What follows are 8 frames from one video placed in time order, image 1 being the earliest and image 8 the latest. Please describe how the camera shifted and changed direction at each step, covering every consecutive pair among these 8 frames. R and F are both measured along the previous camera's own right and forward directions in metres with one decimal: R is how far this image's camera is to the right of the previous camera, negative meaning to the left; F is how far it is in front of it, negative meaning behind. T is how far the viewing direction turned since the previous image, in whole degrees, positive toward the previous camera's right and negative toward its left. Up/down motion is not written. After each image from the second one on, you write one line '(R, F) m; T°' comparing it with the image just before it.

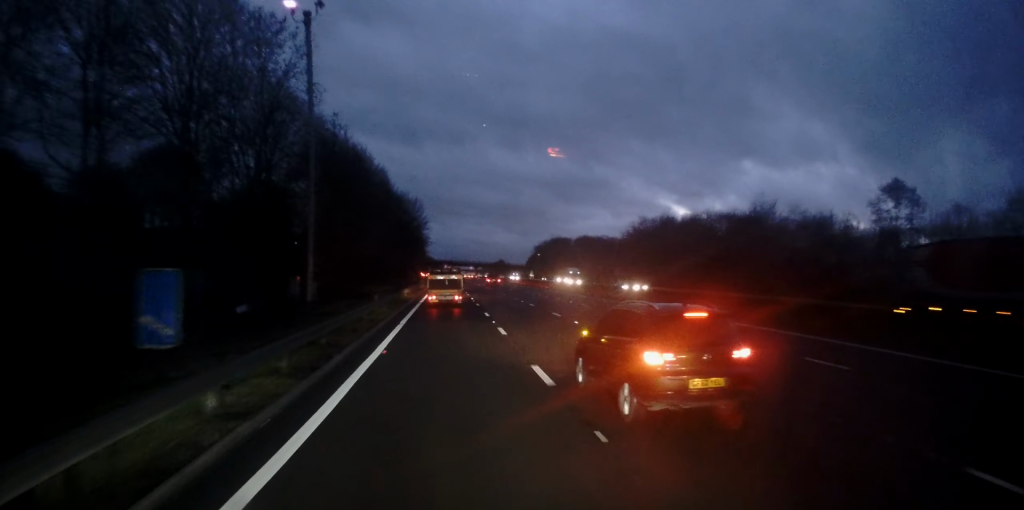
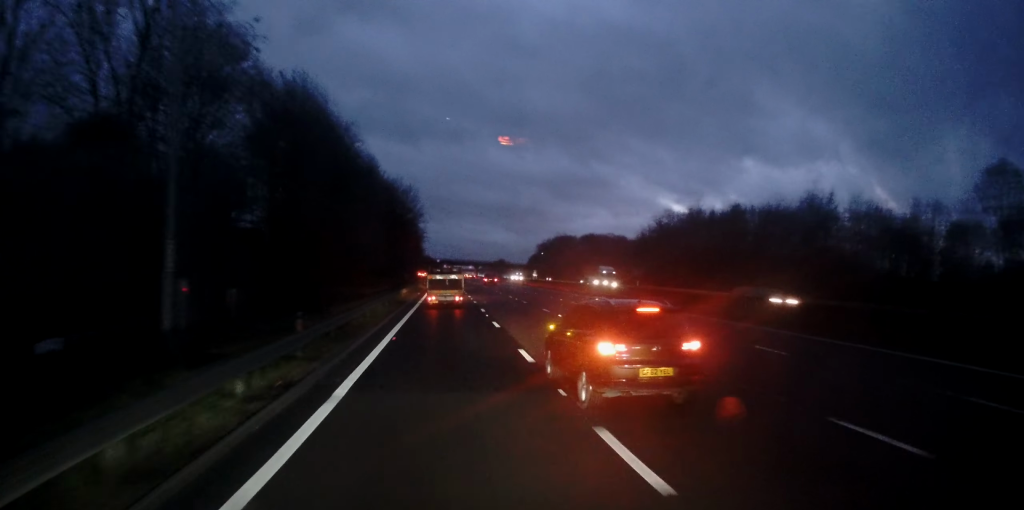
(-0.1, +14.9) m; 0°
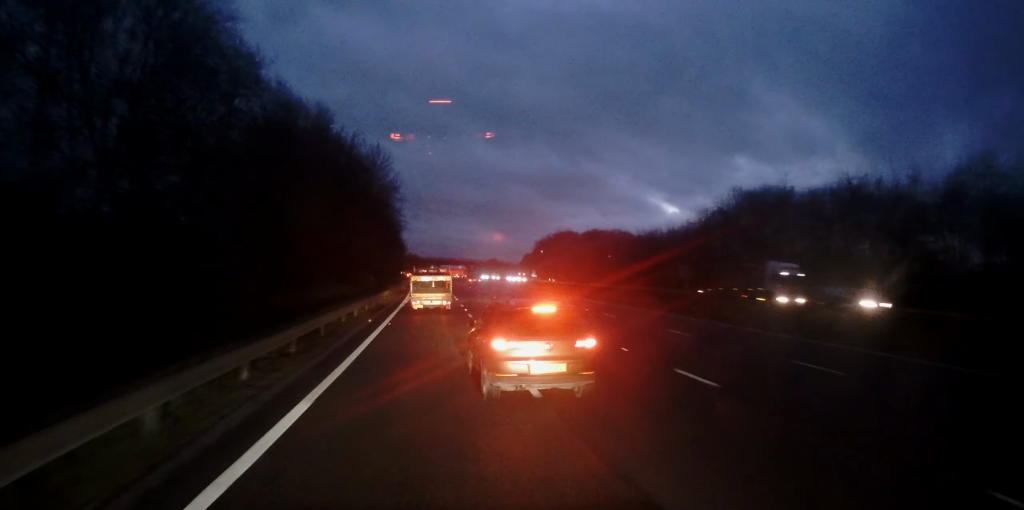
(+0.4, +30.6) m; +1°
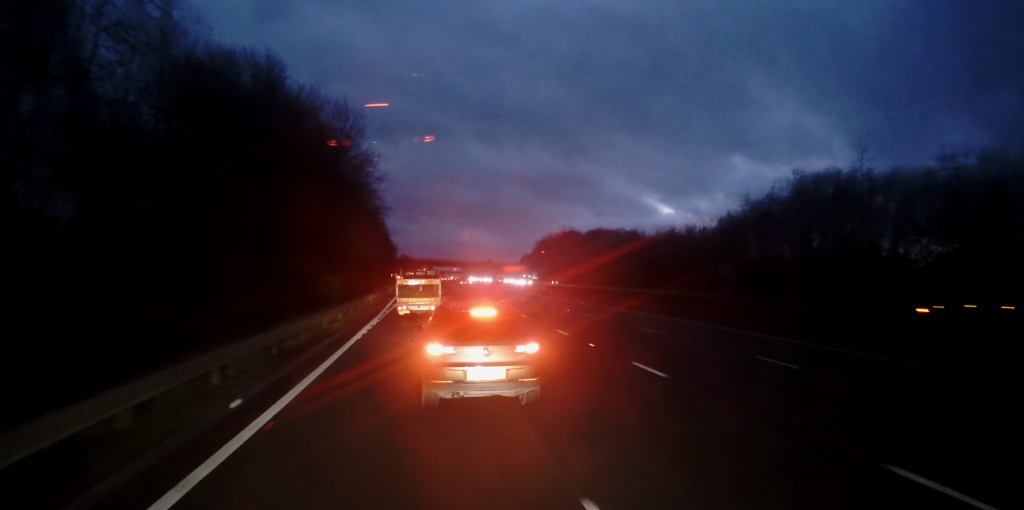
(+0.1, +16.5) m; 0°
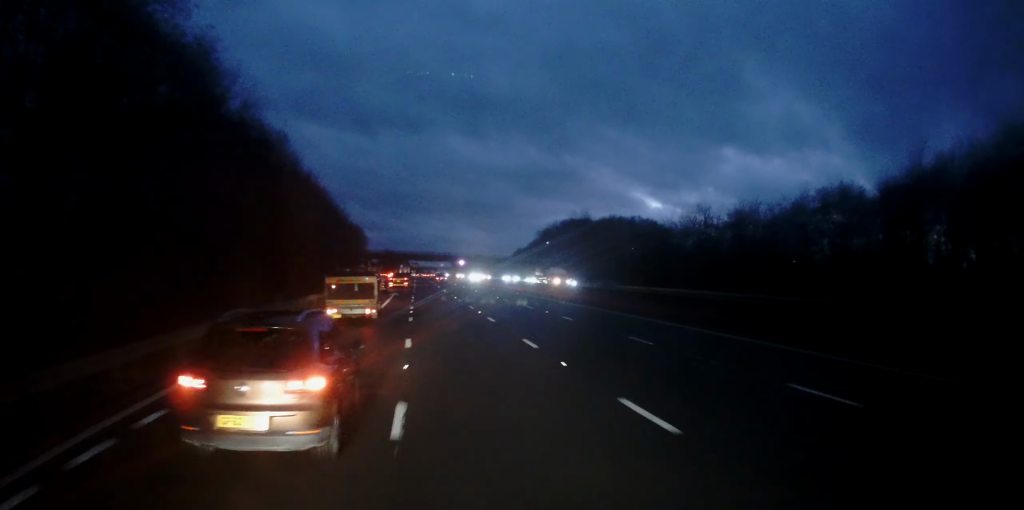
(-0.1, +40.3) m; 0°
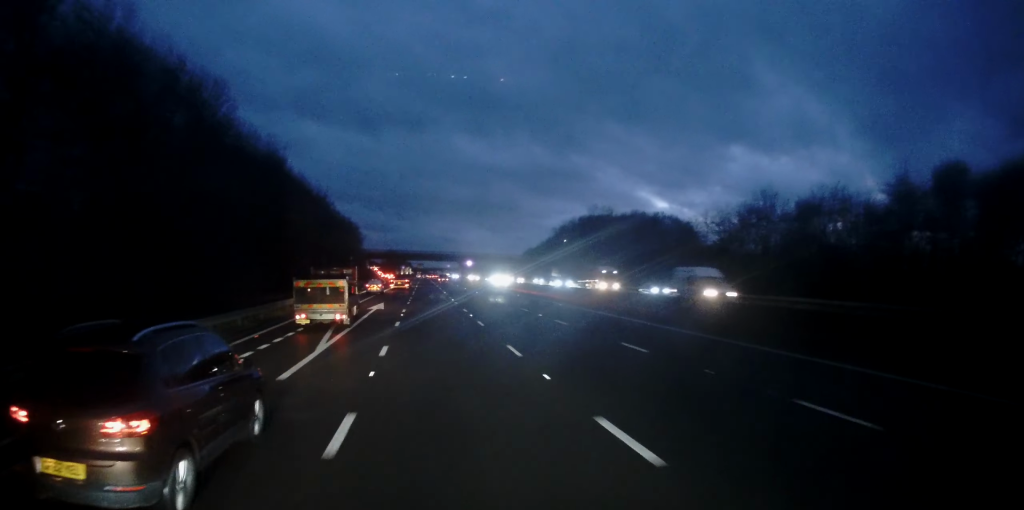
(0.0, +19.0) m; 0°
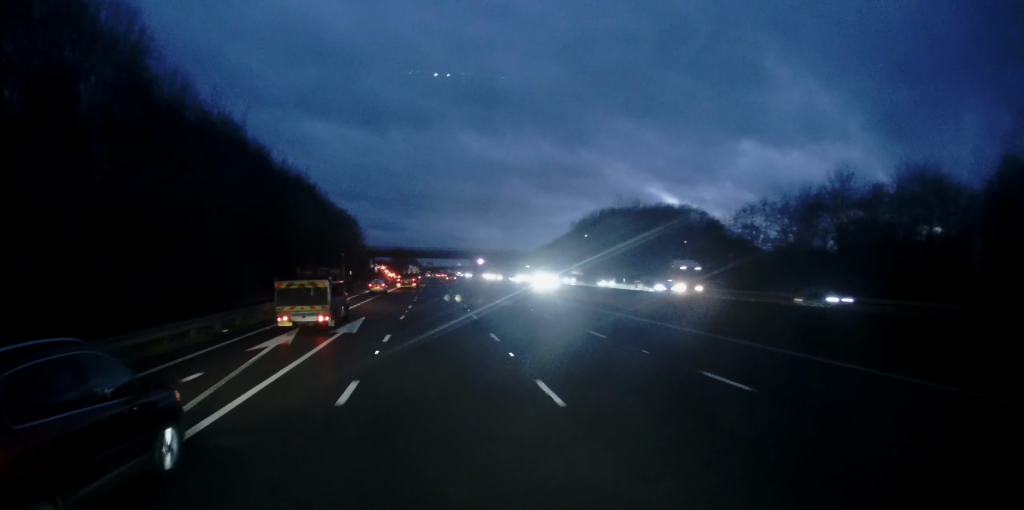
(+0.2, +14.9) m; 0°
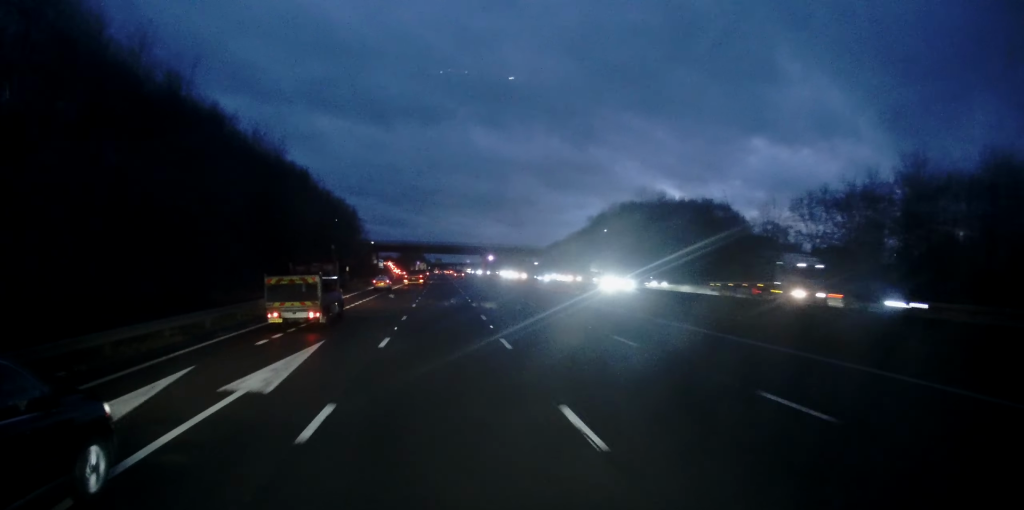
(-0.1, +11.5) m; -1°
